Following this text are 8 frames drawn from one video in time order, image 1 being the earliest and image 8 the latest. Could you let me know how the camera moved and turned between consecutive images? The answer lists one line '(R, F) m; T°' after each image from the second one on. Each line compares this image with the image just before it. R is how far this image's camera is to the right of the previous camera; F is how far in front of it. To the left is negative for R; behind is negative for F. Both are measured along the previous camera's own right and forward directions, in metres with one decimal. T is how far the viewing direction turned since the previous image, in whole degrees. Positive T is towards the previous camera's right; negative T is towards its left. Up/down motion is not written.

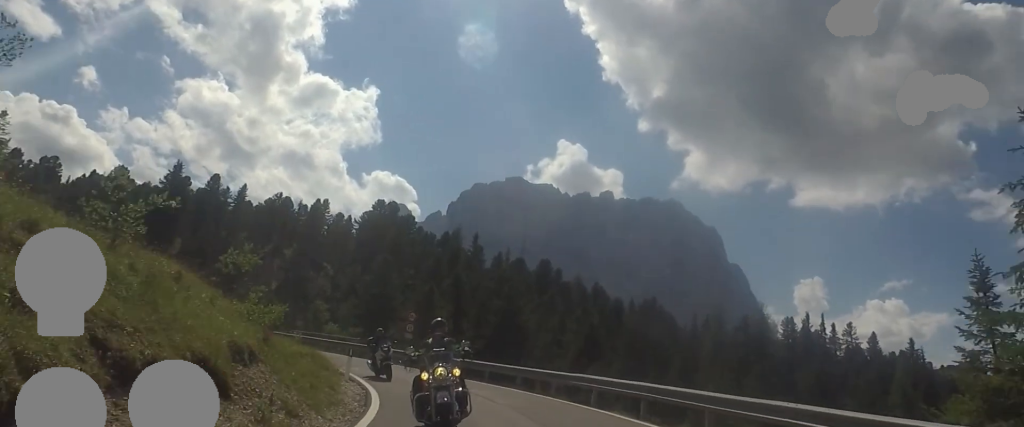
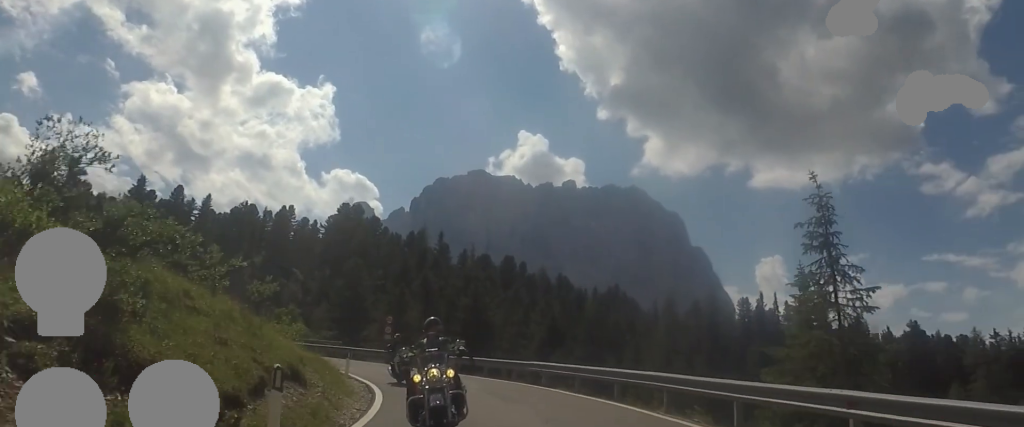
(0.0, +4.6) m; +3°
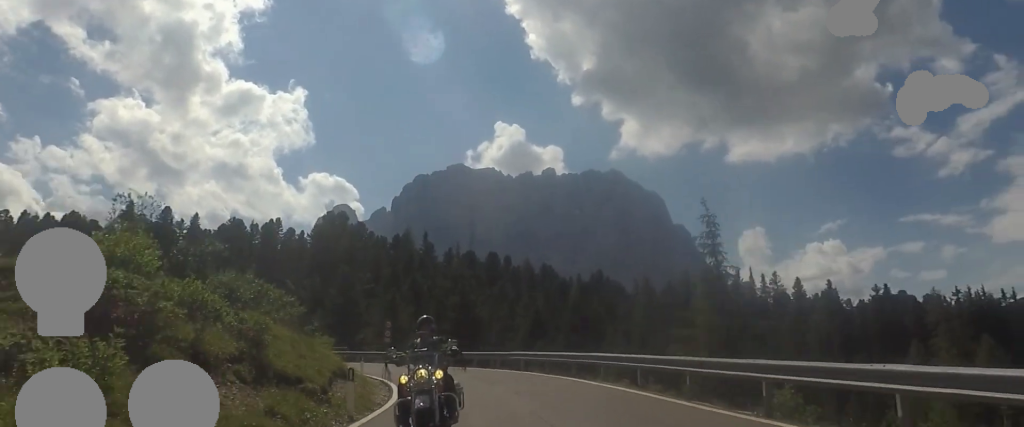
(+0.8, +5.2) m; +1°
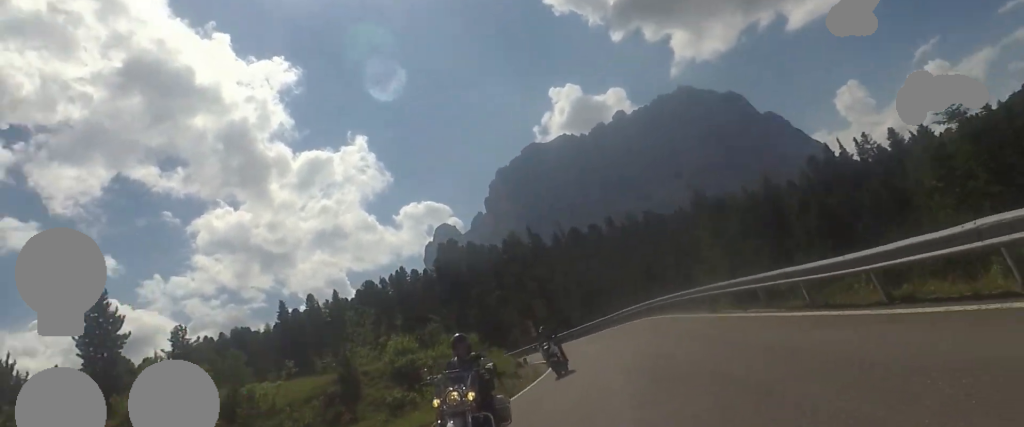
(-1.3, +12.5) m; -22°
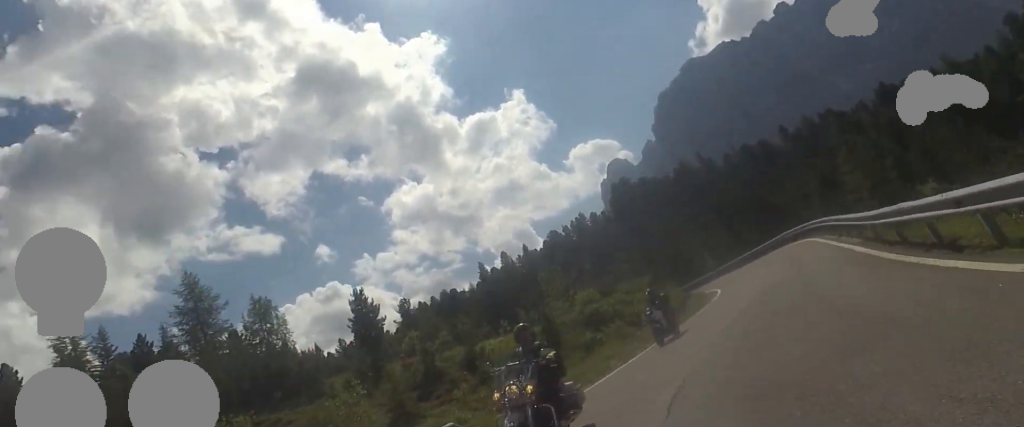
(-1.1, +6.4) m; -15°
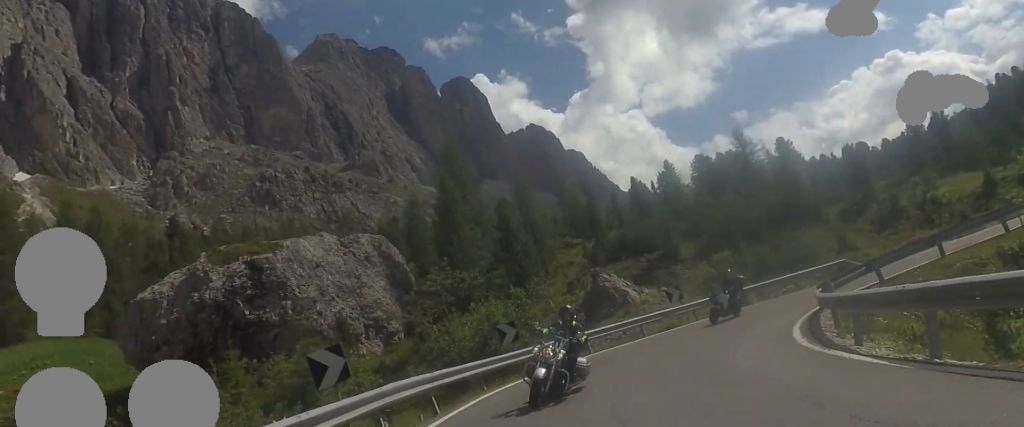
(-7.7, +19.5) m; -38°
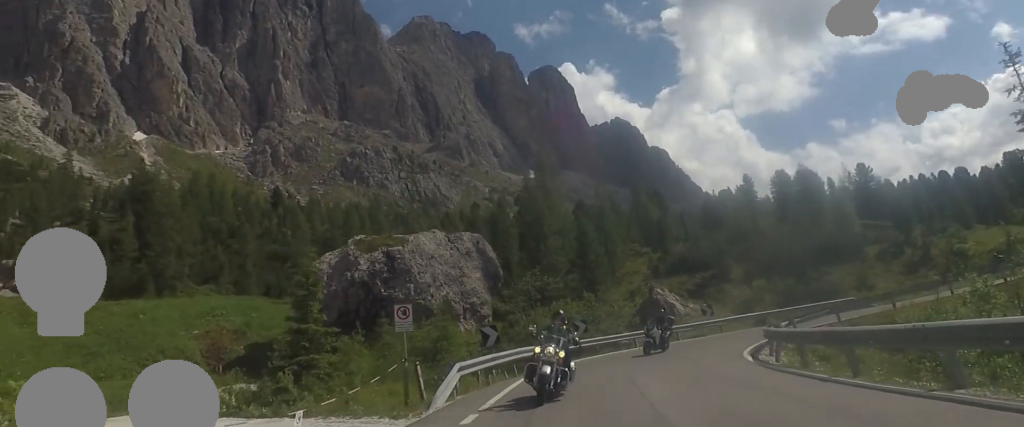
(-0.8, +9.9) m; -5°
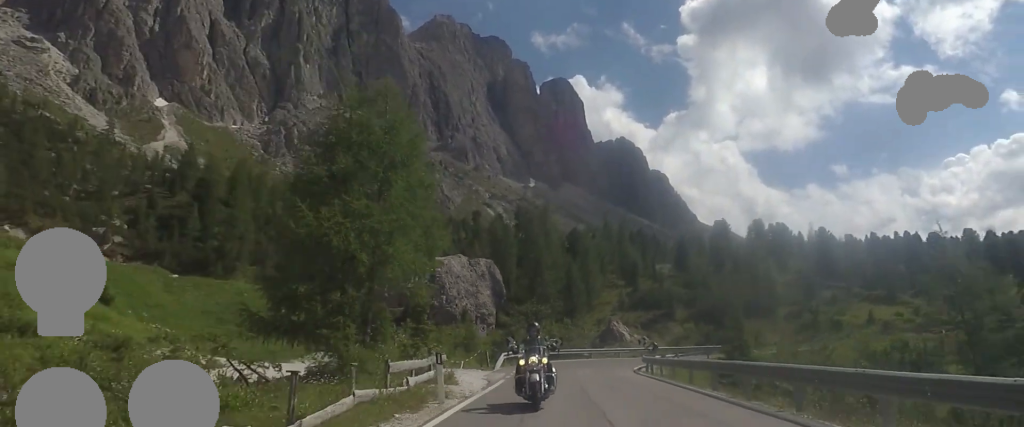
(-0.4, +18.7) m; -1°
